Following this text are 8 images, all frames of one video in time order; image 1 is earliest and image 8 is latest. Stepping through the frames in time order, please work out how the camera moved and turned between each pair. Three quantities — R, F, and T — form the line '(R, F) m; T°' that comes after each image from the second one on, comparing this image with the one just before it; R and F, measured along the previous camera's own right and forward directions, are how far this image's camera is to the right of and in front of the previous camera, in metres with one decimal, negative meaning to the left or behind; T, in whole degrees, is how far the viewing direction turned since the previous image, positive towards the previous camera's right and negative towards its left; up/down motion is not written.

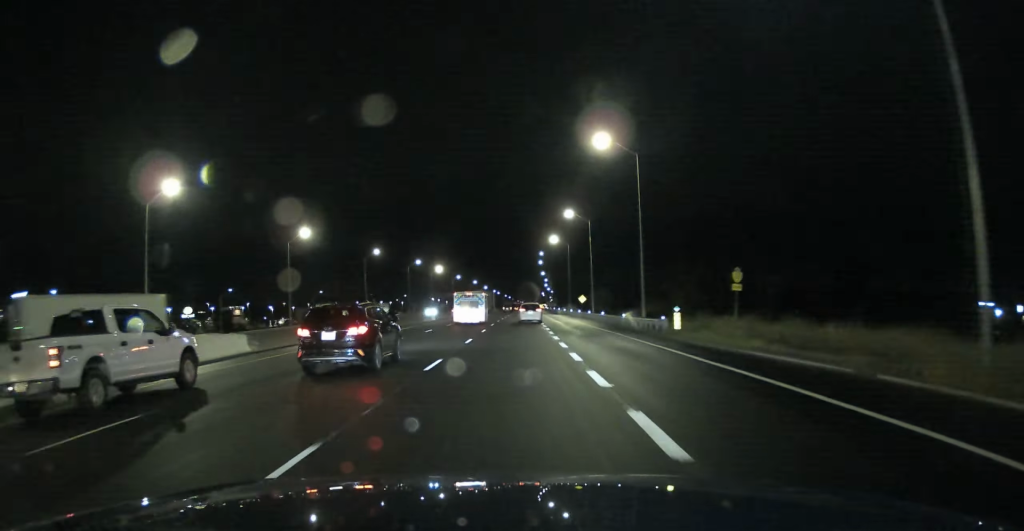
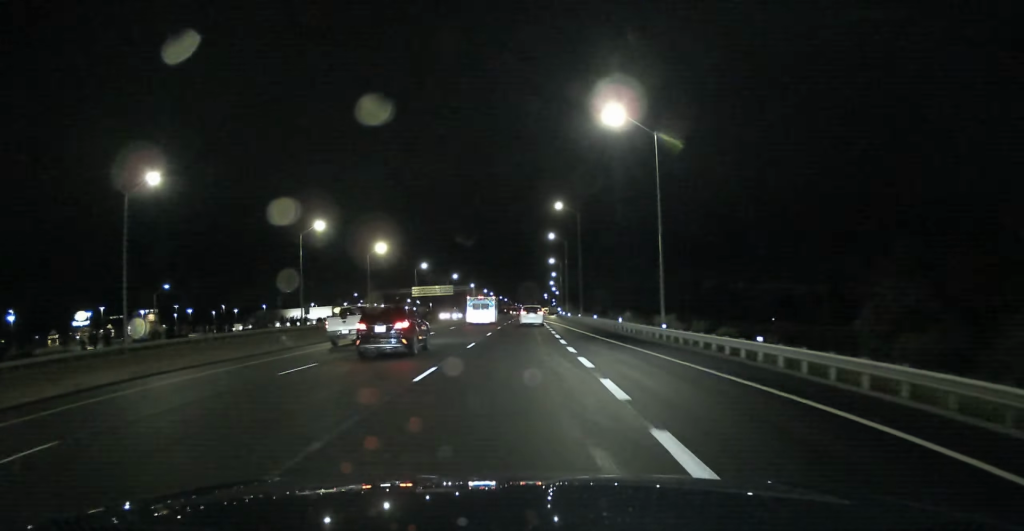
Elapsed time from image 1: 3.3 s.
(-0.3, +93.1) m; 0°
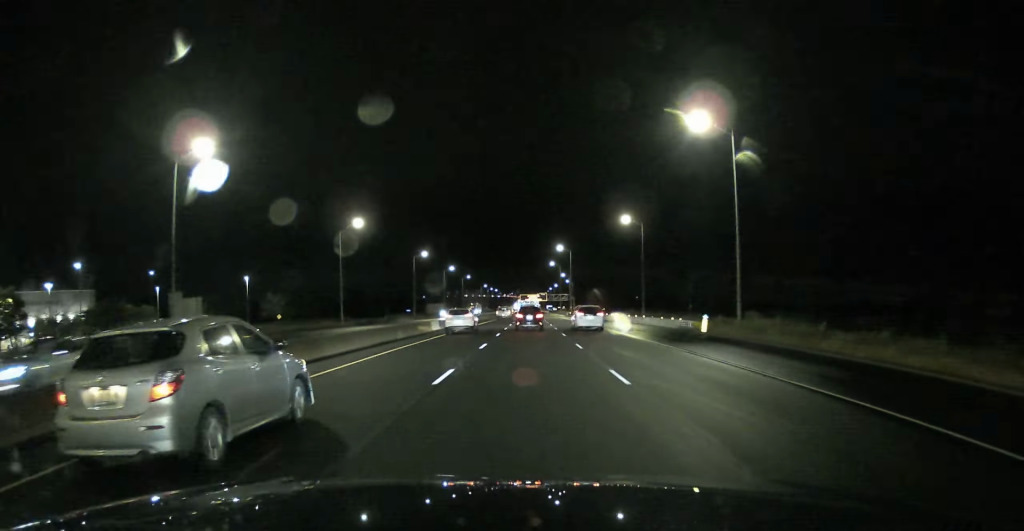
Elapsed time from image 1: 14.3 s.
(+4.1, +322.3) m; +2°
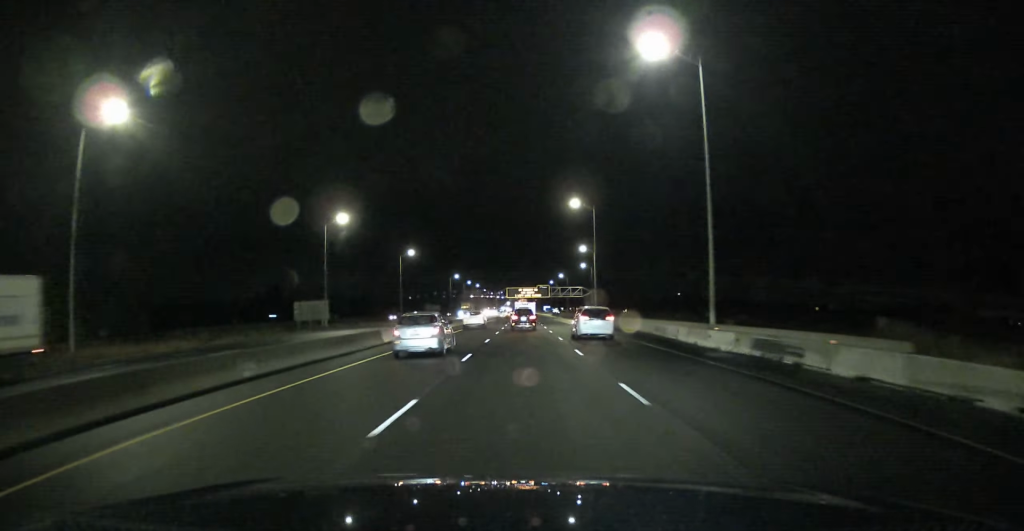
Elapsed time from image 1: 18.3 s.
(+1.0, +127.3) m; 0°
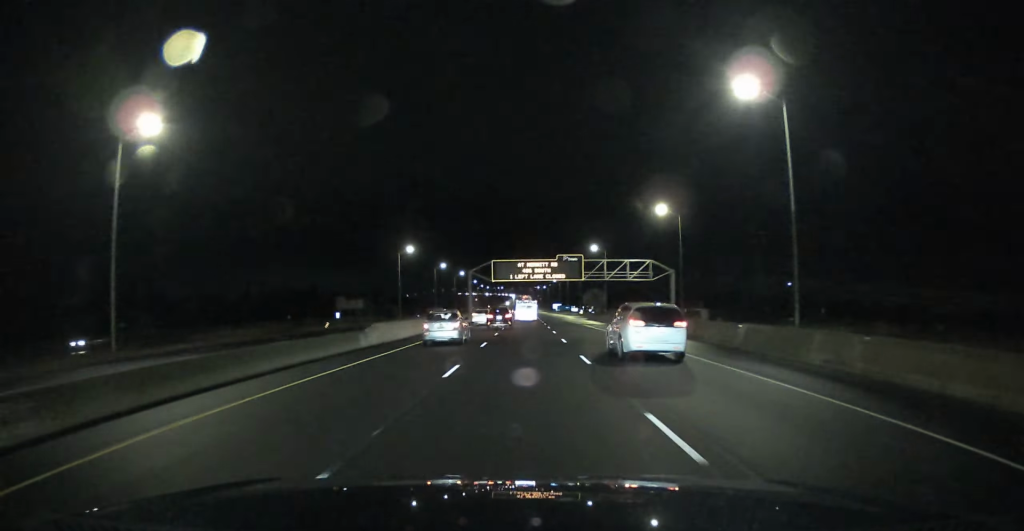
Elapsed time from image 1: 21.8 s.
(-0.2, +113.8) m; 0°
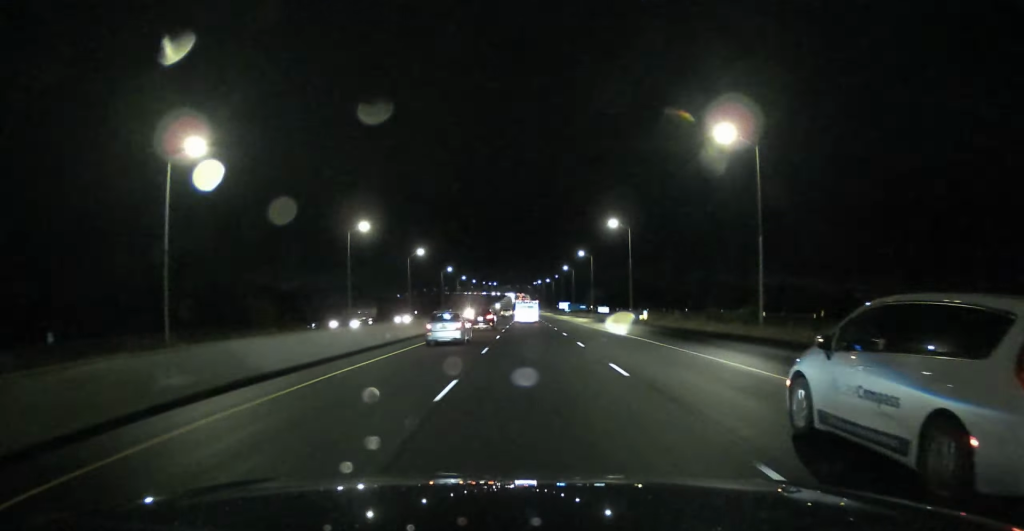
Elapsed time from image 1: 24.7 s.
(+0.1, +99.4) m; 0°
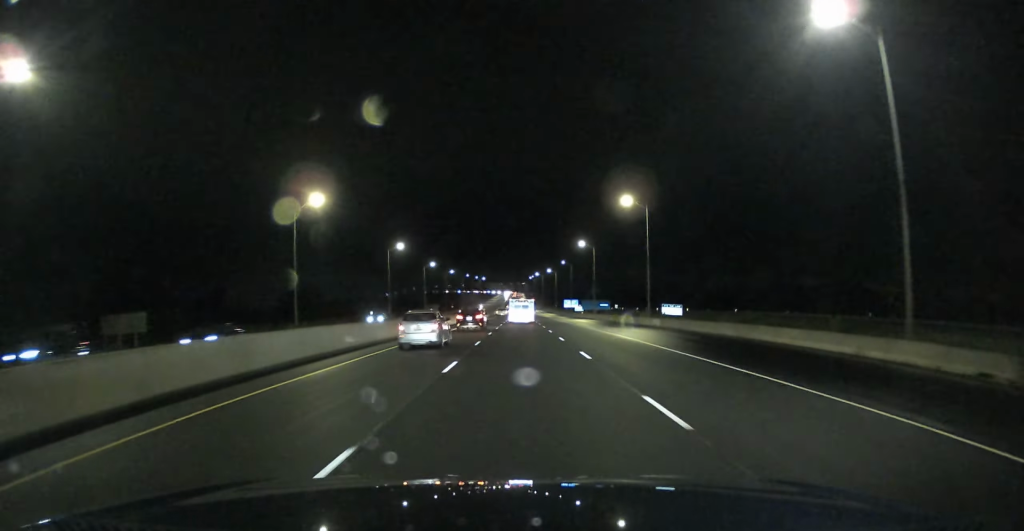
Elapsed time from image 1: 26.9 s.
(+0.6, +79.2) m; 0°
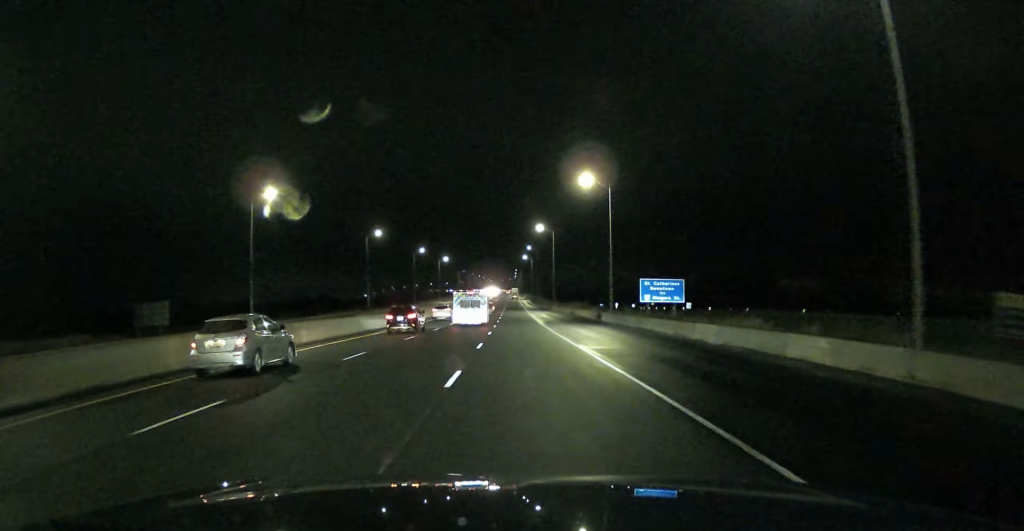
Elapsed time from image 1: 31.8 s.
(-0.2, +176.8) m; 0°
